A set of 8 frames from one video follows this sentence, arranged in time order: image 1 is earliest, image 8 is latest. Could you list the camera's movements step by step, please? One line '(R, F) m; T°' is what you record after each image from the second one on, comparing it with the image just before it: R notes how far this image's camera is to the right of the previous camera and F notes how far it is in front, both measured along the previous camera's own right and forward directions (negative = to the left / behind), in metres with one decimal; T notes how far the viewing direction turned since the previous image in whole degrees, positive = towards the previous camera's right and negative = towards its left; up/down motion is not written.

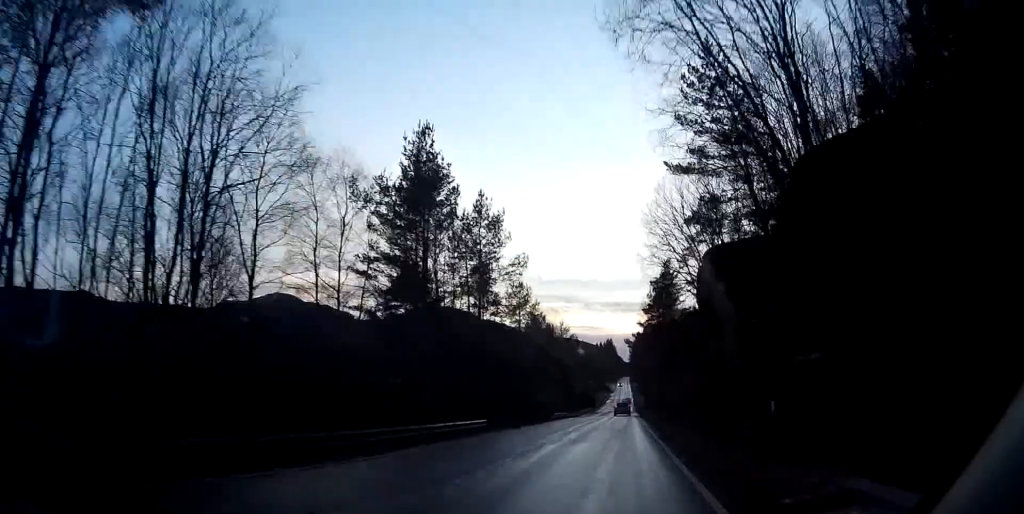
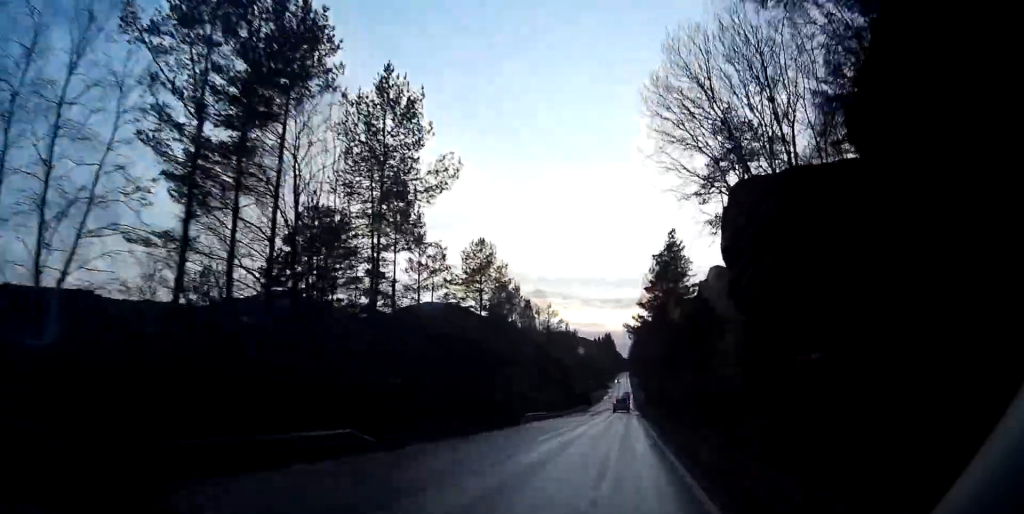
(0.0, +17.1) m; -1°
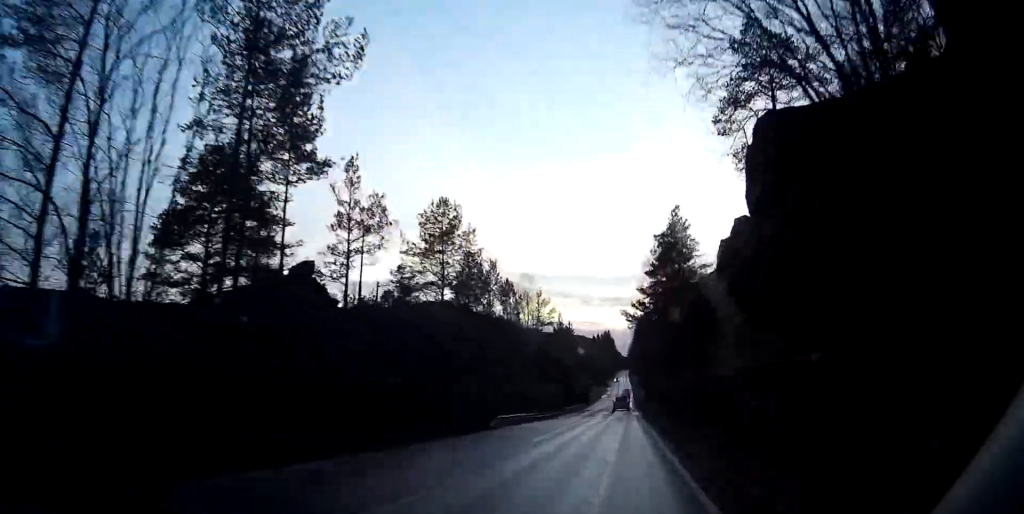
(0.0, +10.0) m; 0°
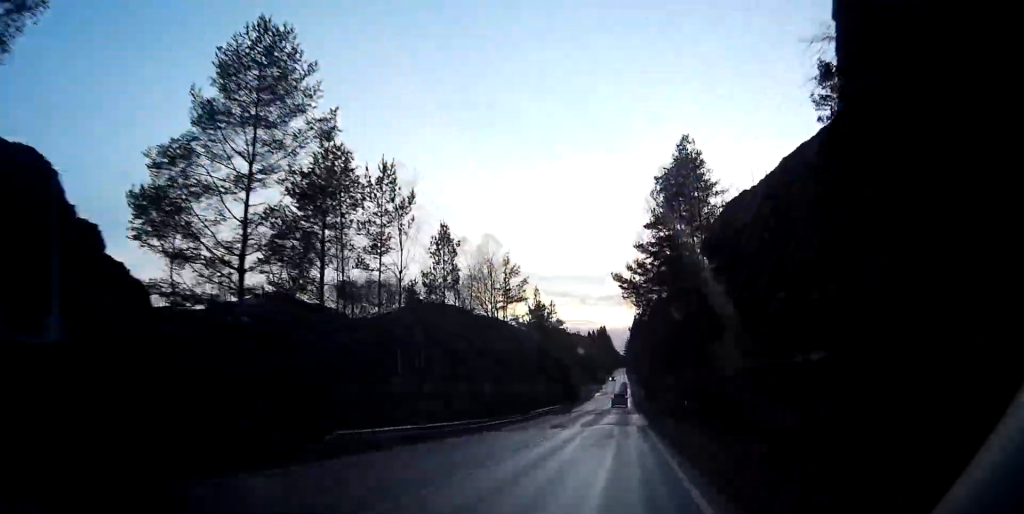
(-0.2, +20.9) m; 0°
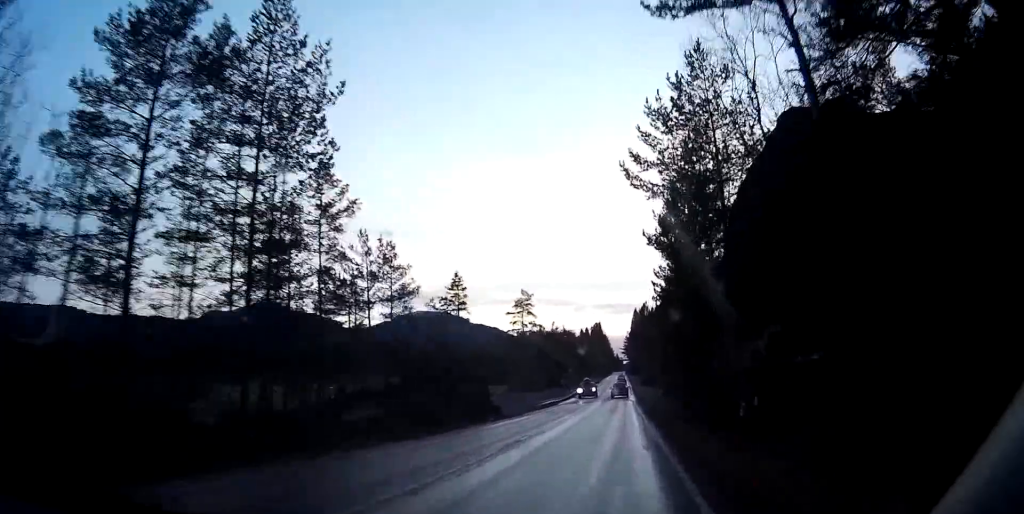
(+0.6, +73.4) m; +2°
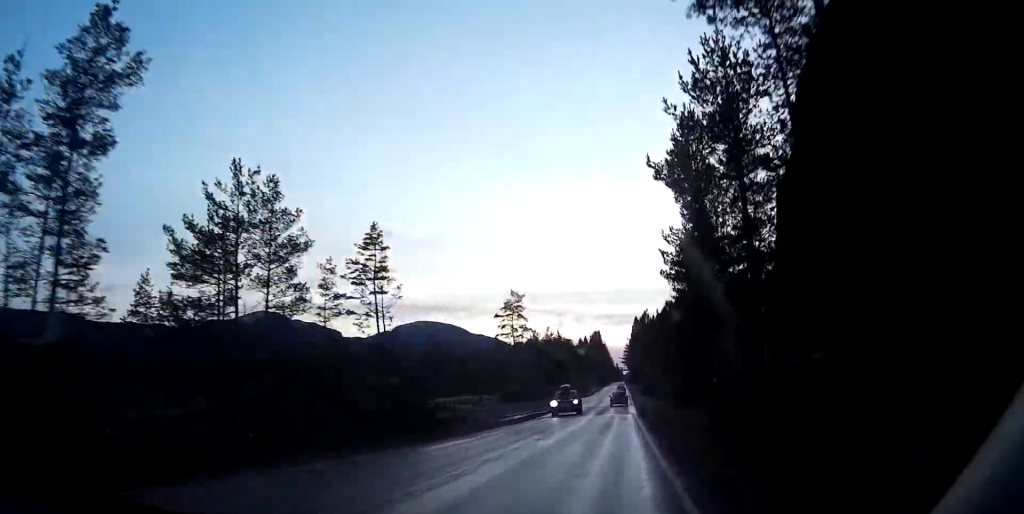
(0.0, +13.1) m; +1°
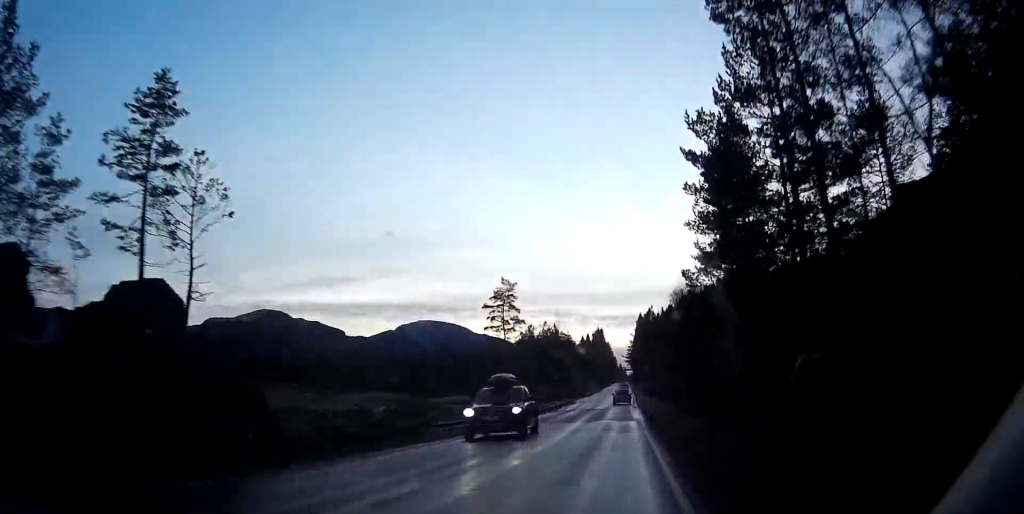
(+0.3, +14.0) m; 0°
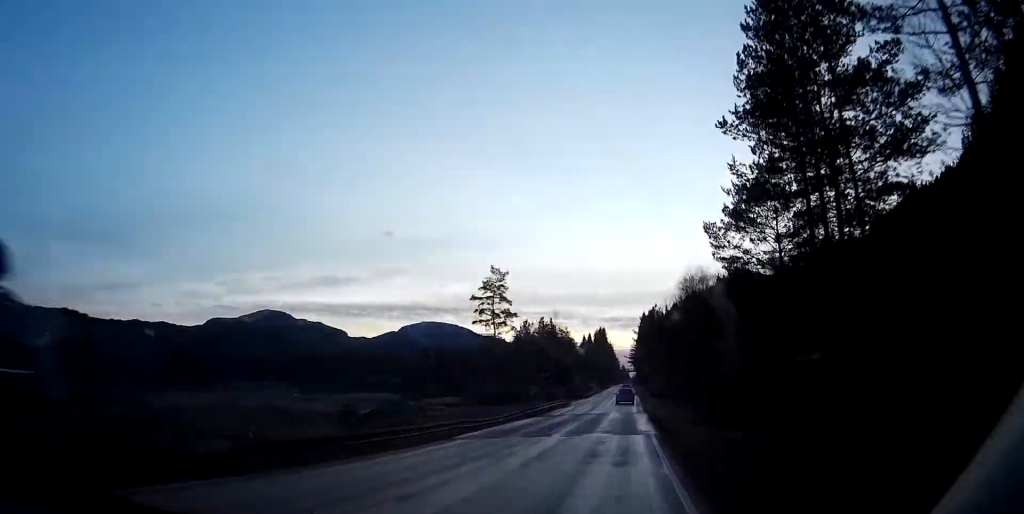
(+0.1, +11.7) m; 0°
